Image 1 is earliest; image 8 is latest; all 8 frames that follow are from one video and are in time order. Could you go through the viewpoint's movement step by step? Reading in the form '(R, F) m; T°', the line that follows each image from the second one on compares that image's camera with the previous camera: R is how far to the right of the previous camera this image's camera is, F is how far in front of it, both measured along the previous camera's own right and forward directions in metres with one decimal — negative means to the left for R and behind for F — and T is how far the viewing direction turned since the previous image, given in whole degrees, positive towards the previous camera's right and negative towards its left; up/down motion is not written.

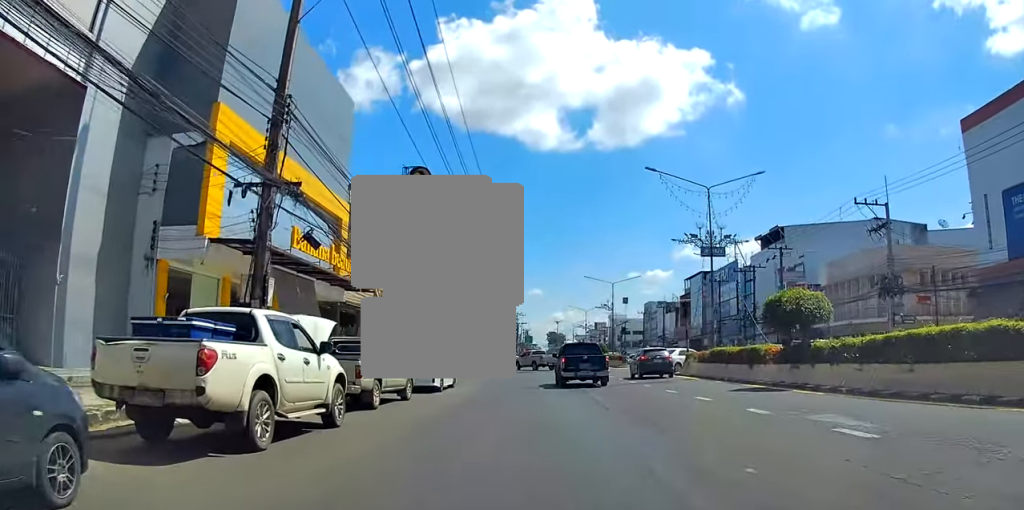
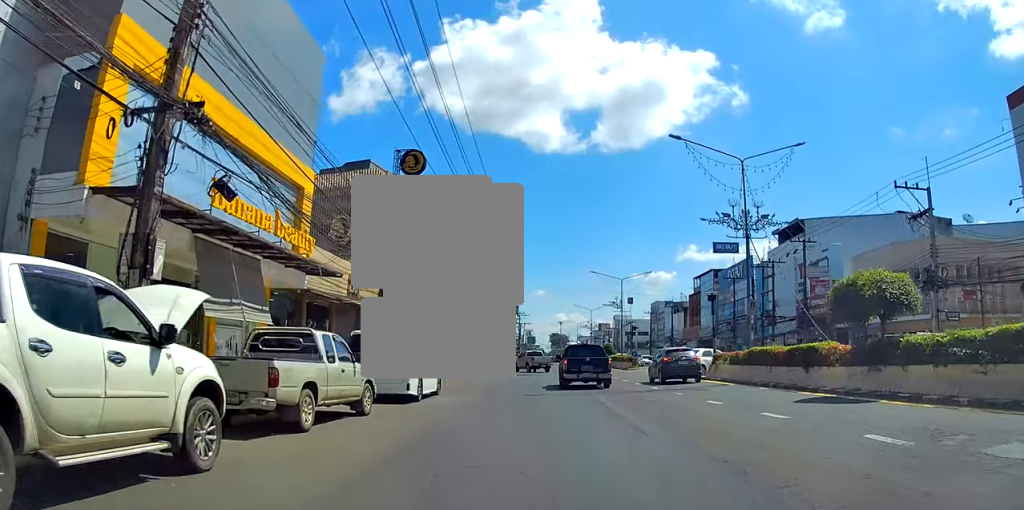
(+0.3, +4.7) m; +4°
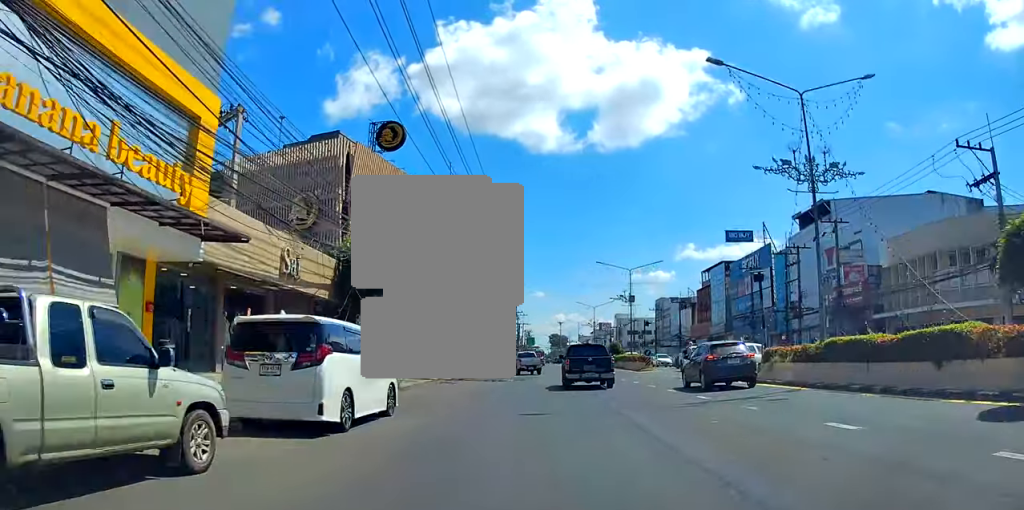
(+0.2, +6.5) m; +4°
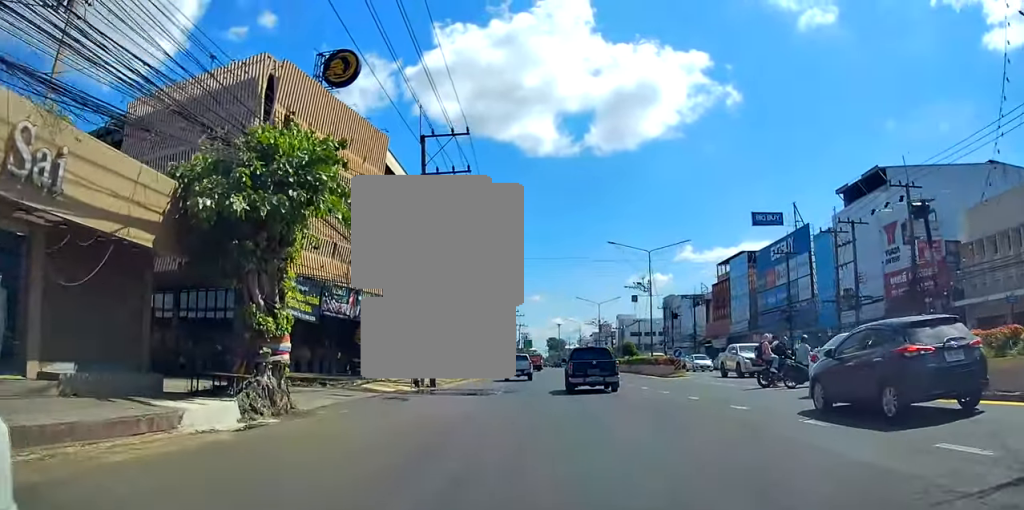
(+0.5, +10.9) m; -1°
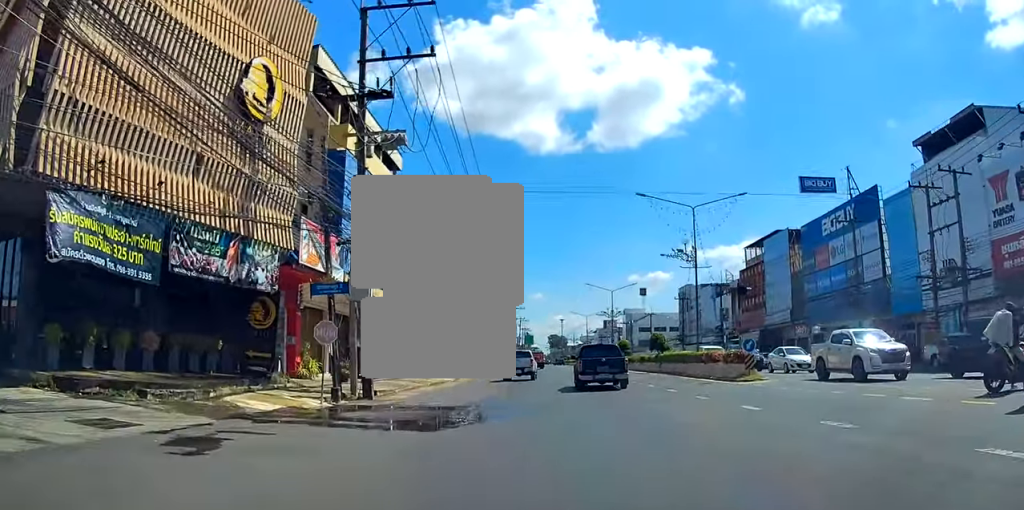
(-0.8, +12.7) m; -4°
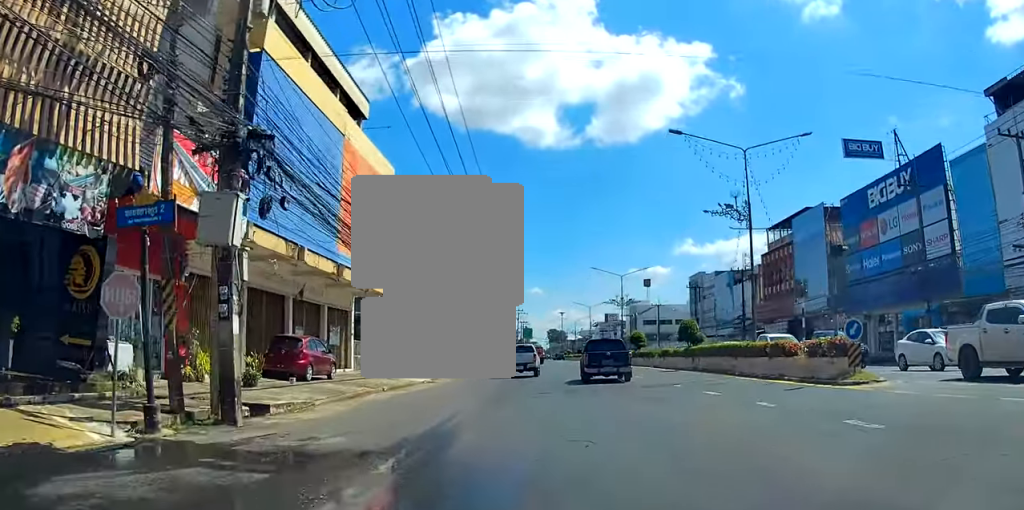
(0.0, +9.2) m; 0°
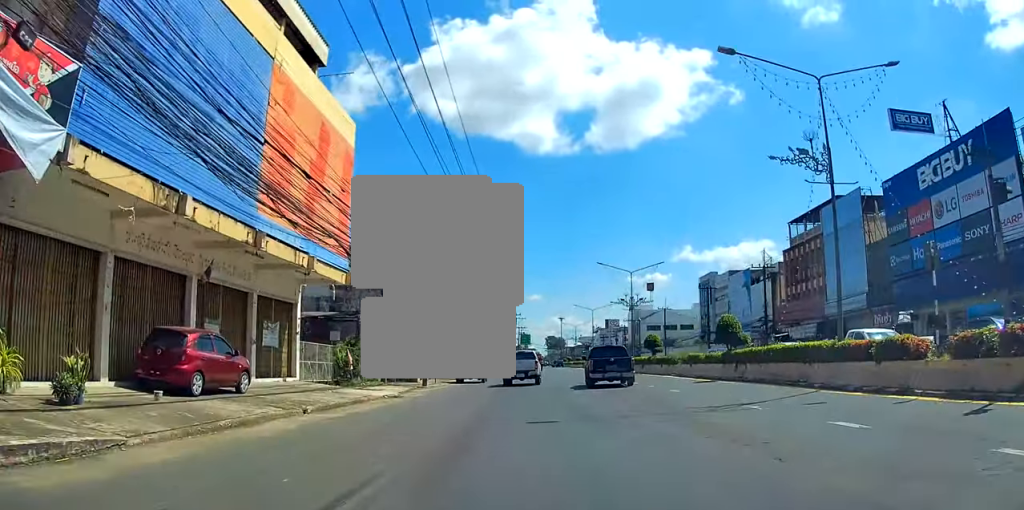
(0.0, +7.5) m; 0°
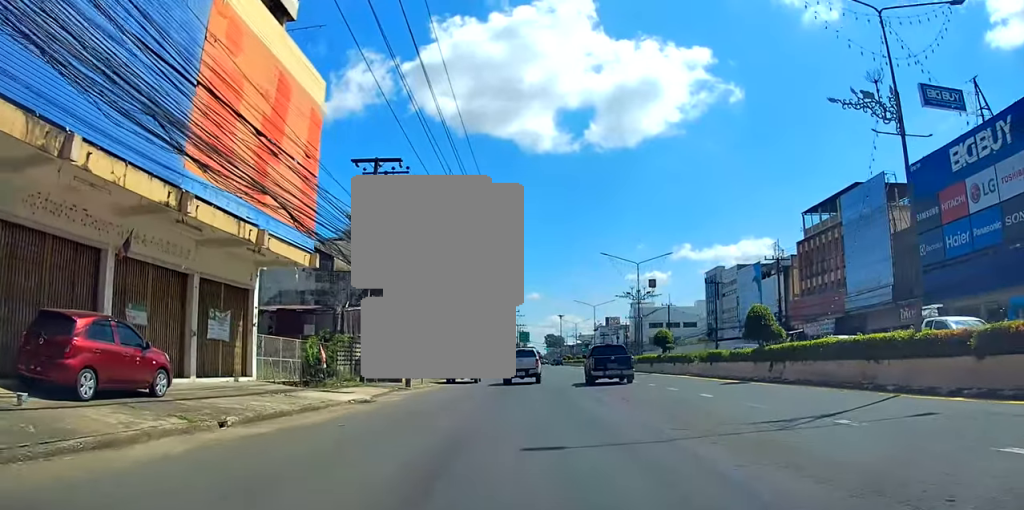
(0.0, +4.2) m; 0°
